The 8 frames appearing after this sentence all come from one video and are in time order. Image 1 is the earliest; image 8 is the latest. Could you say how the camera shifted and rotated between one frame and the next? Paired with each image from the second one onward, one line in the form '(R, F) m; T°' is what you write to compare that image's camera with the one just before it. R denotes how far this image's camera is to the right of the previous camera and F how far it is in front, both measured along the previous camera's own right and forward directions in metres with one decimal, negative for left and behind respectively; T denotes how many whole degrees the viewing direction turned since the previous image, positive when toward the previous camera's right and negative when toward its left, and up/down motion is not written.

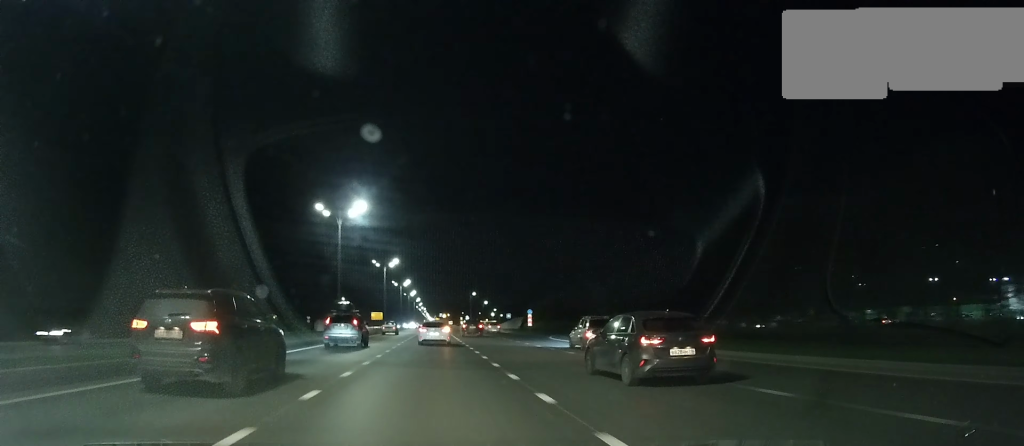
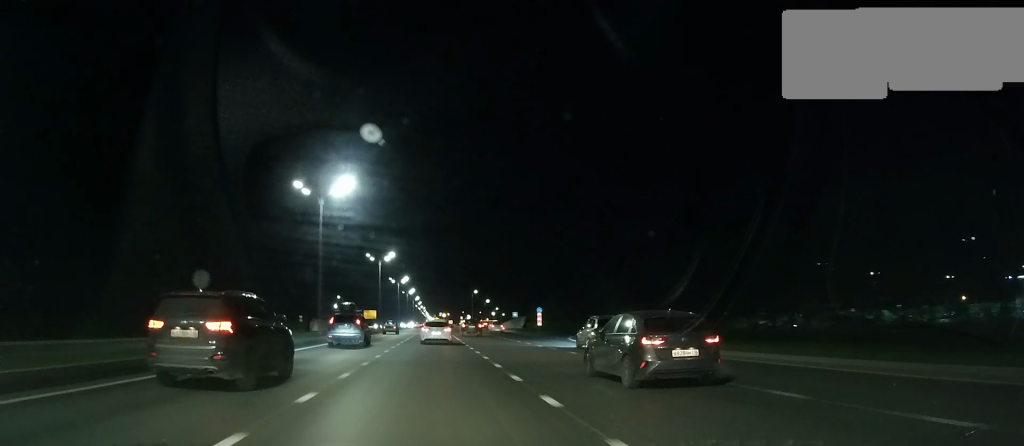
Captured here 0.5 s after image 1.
(0.0, +8.4) m; 0°
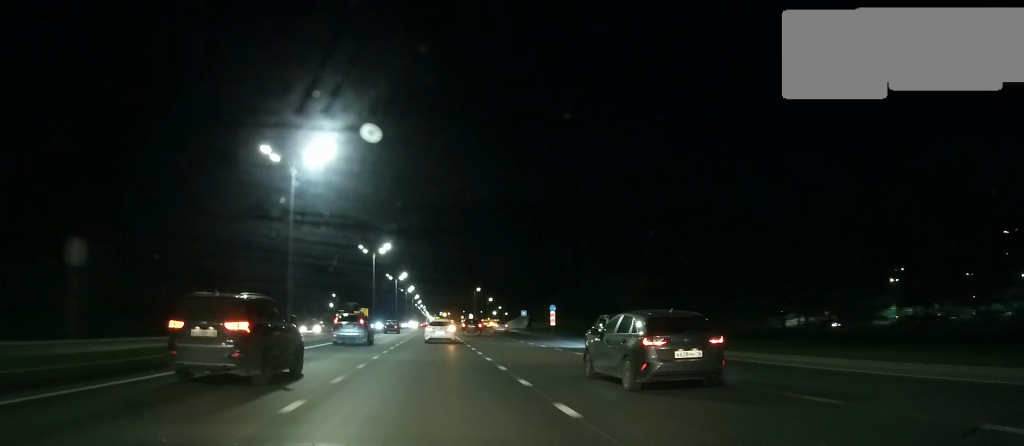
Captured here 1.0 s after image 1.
(0.0, +9.0) m; 0°
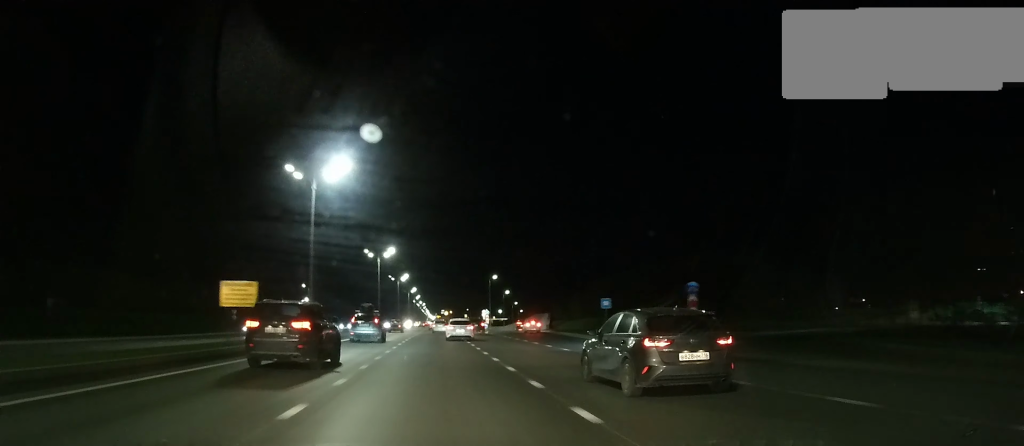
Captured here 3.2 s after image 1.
(0.0, +40.1) m; 0°
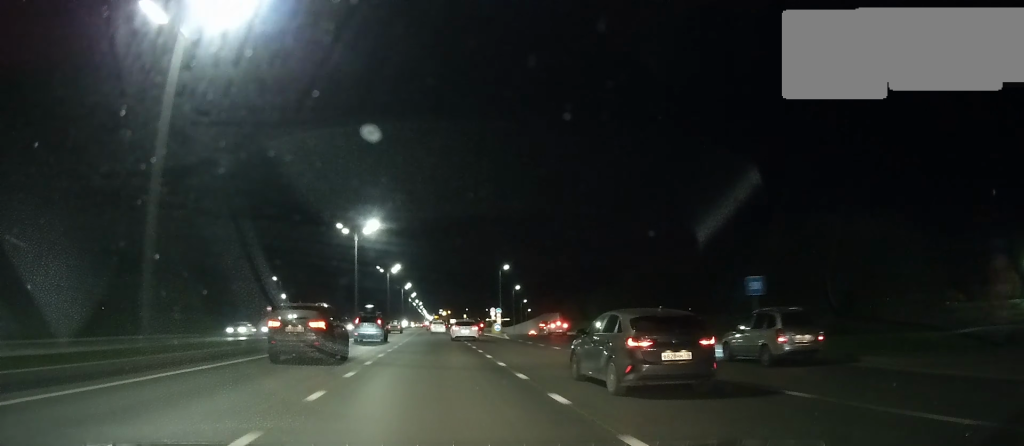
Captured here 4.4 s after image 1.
(0.0, +22.2) m; 0°
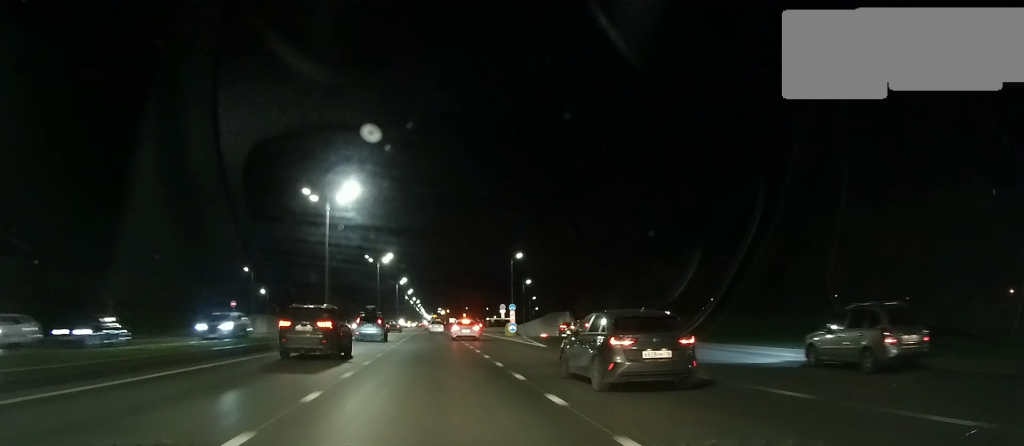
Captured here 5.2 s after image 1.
(0.0, +16.1) m; 0°
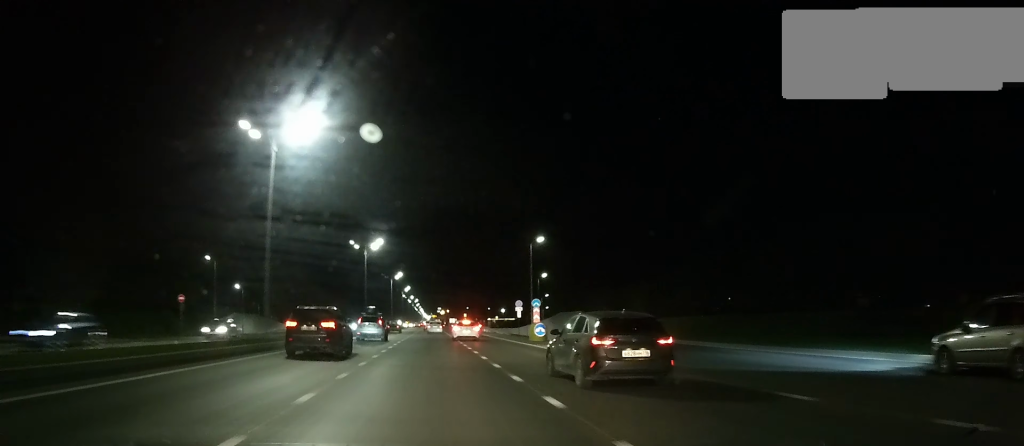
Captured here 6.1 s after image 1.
(0.0, +16.2) m; 0°
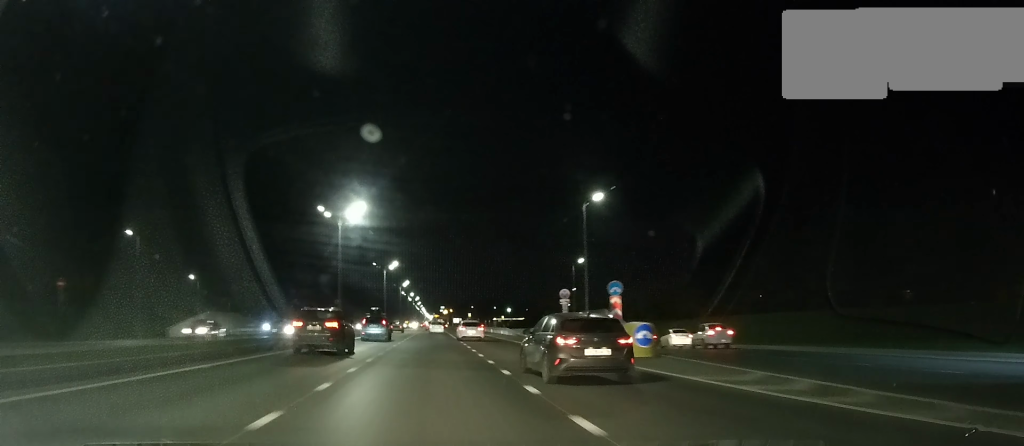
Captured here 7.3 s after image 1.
(0.0, +22.1) m; 0°
